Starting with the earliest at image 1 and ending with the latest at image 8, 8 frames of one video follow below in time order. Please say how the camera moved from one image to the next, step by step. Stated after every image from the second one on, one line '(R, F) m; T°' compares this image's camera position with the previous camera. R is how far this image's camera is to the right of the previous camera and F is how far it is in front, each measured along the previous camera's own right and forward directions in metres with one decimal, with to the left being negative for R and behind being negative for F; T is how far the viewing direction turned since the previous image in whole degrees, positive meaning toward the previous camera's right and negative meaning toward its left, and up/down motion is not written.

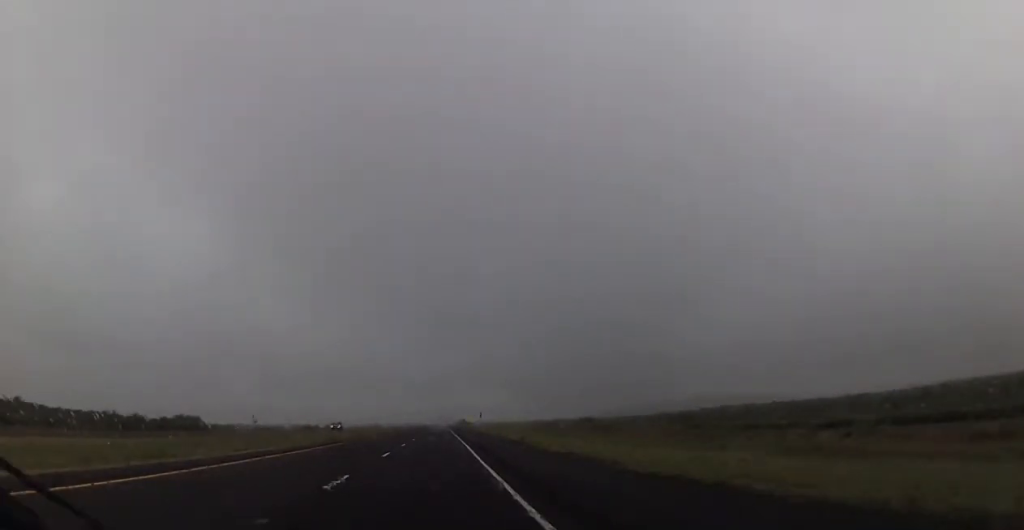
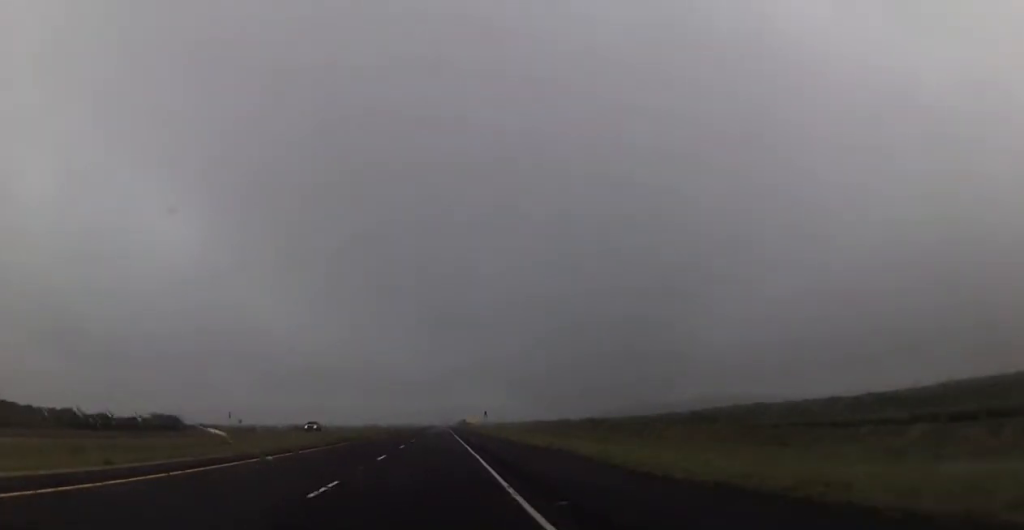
(0.0, +13.7) m; 0°
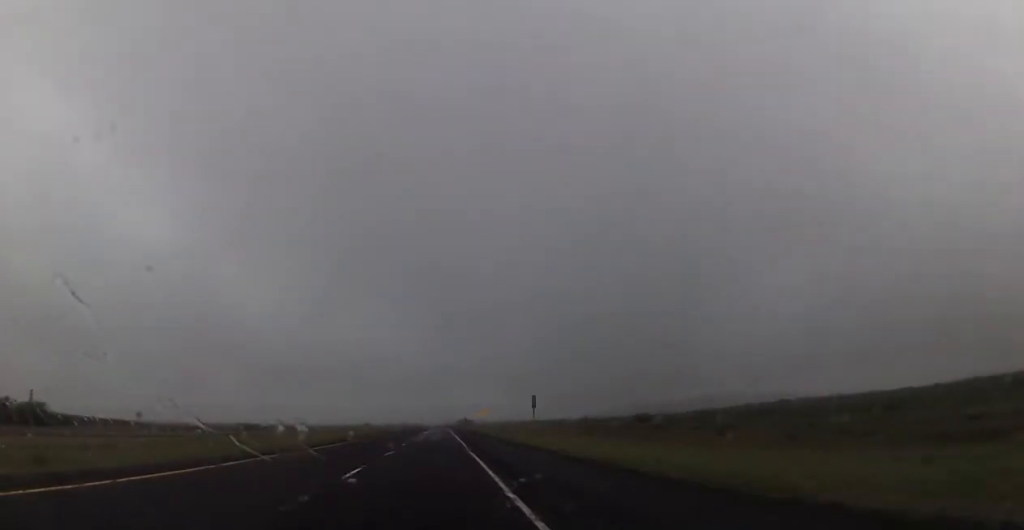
(+0.3, +56.4) m; +1°
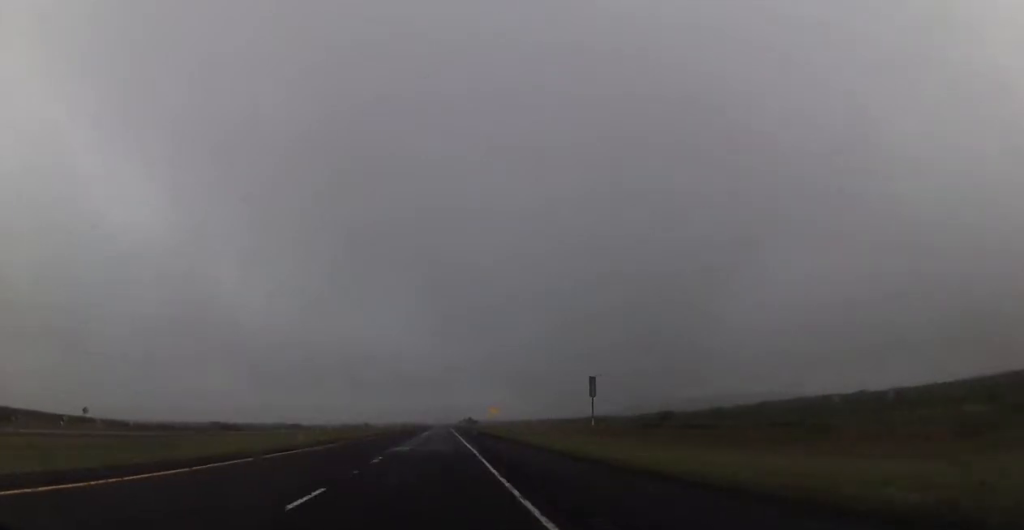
(+0.1, +18.4) m; 0°
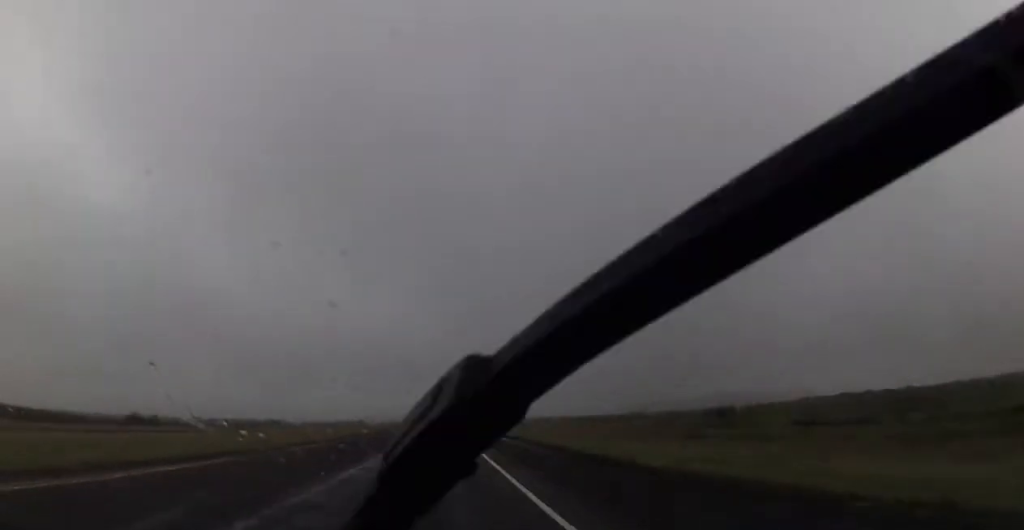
(-0.4, +37.9) m; -1°
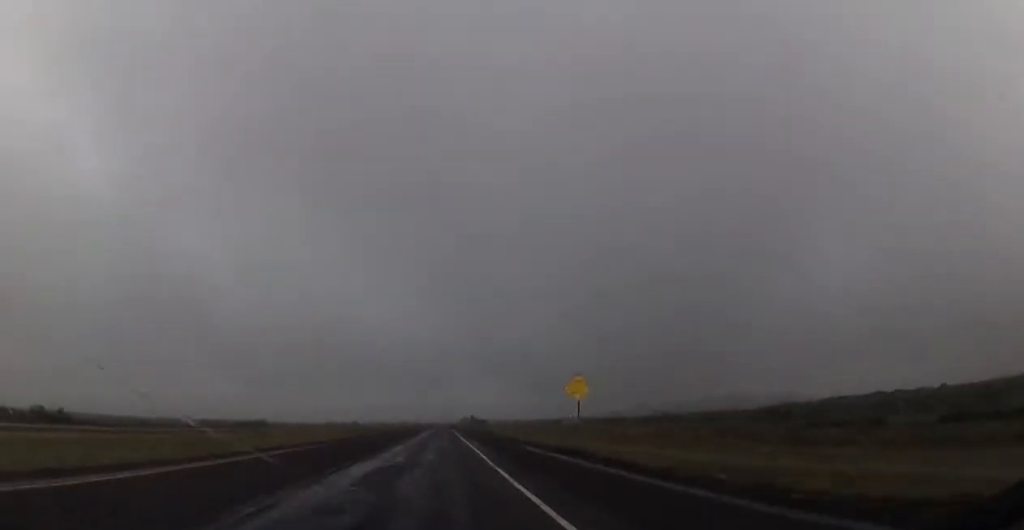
(-0.3, +25.3) m; 0°
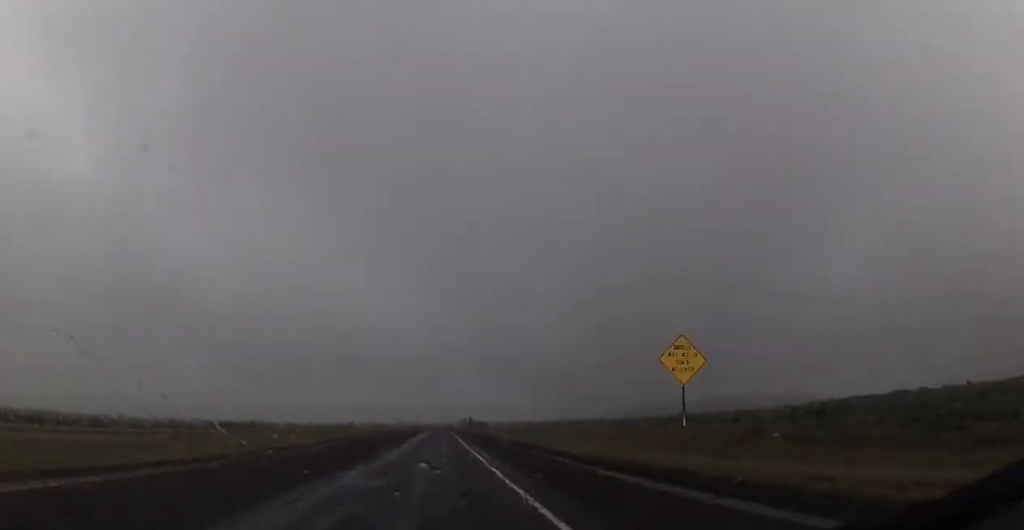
(+0.3, +17.3) m; +1°
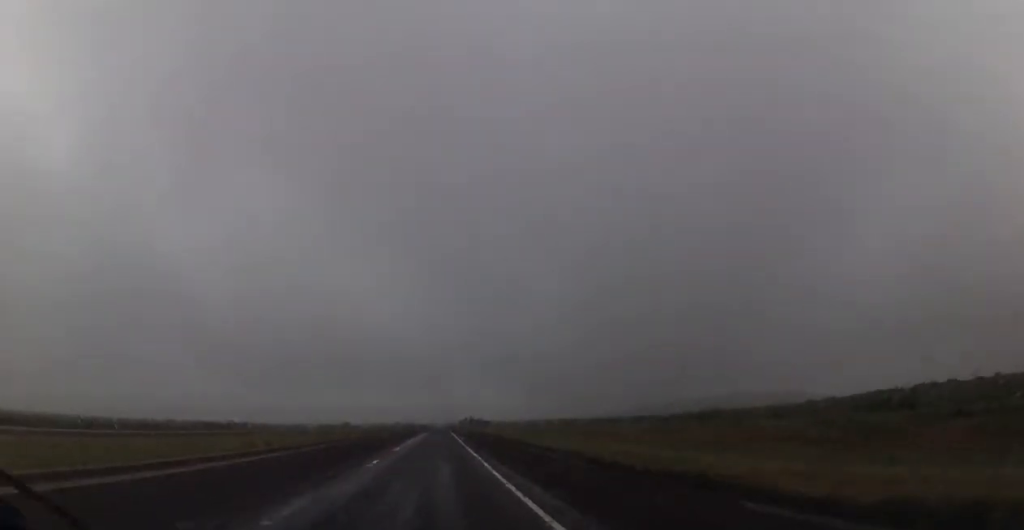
(+0.2, +18.4) m; 0°
